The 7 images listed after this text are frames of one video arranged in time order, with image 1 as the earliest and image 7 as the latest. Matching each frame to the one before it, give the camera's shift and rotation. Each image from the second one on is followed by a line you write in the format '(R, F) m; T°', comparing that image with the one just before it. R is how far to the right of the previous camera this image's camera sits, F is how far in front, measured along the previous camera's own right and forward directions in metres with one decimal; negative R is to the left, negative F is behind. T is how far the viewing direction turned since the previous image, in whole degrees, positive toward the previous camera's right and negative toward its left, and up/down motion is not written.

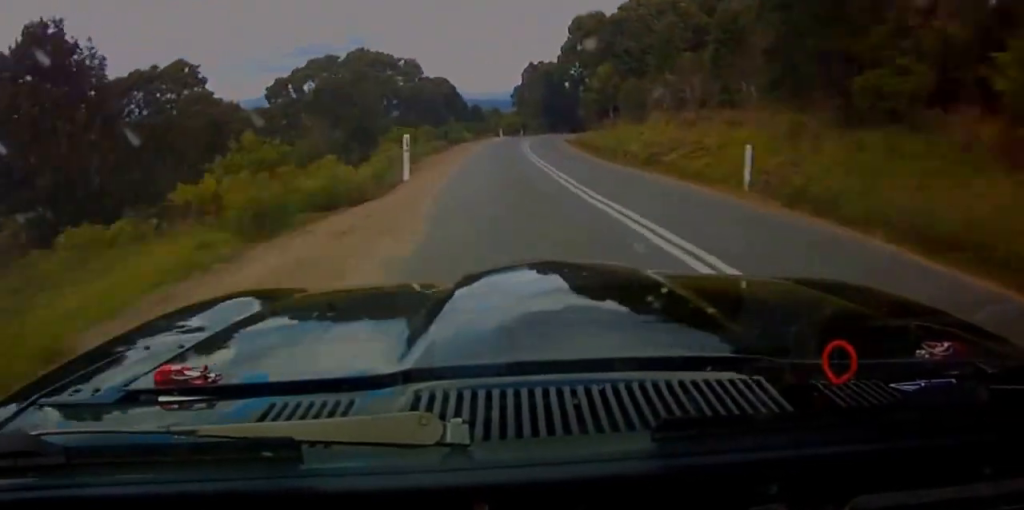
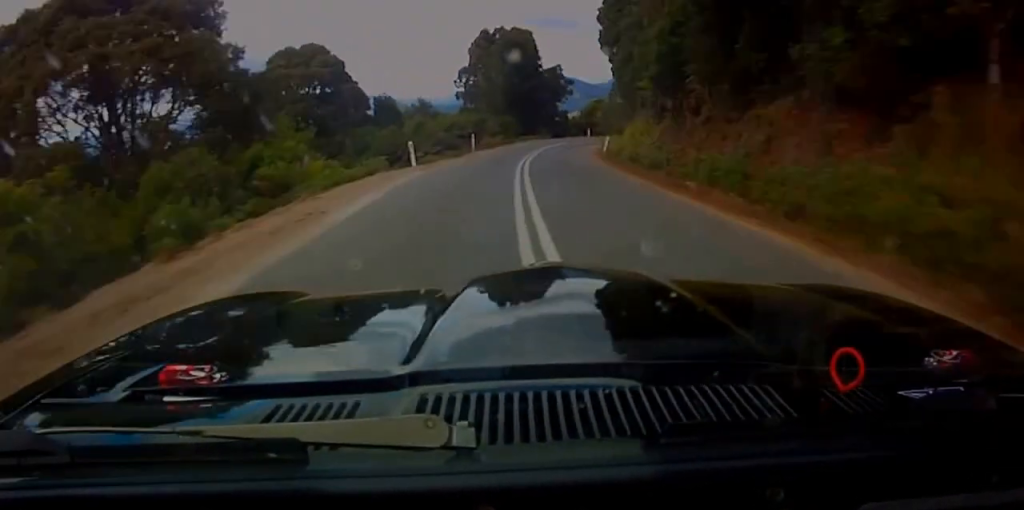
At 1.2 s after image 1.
(-0.6, +45.0) m; 0°
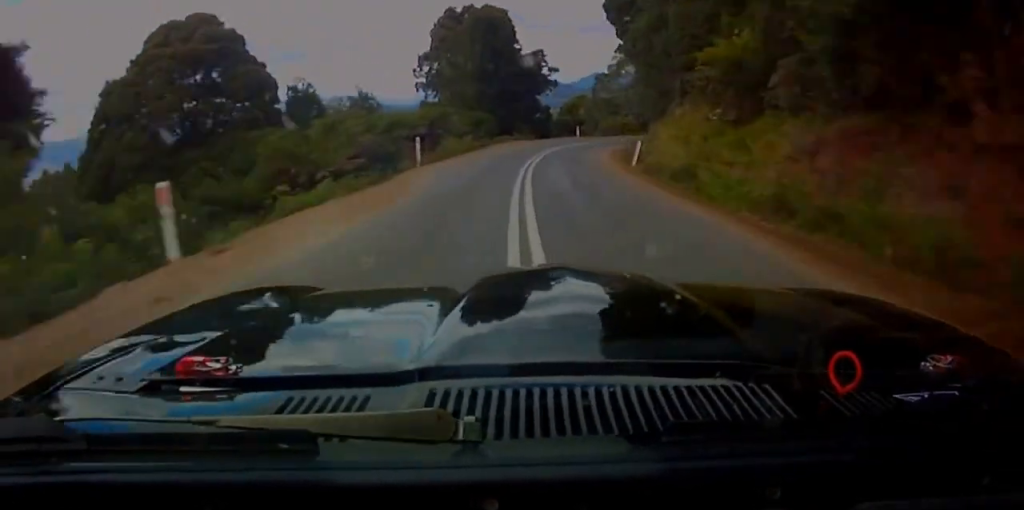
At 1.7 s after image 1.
(-0.8, +17.2) m; +1°
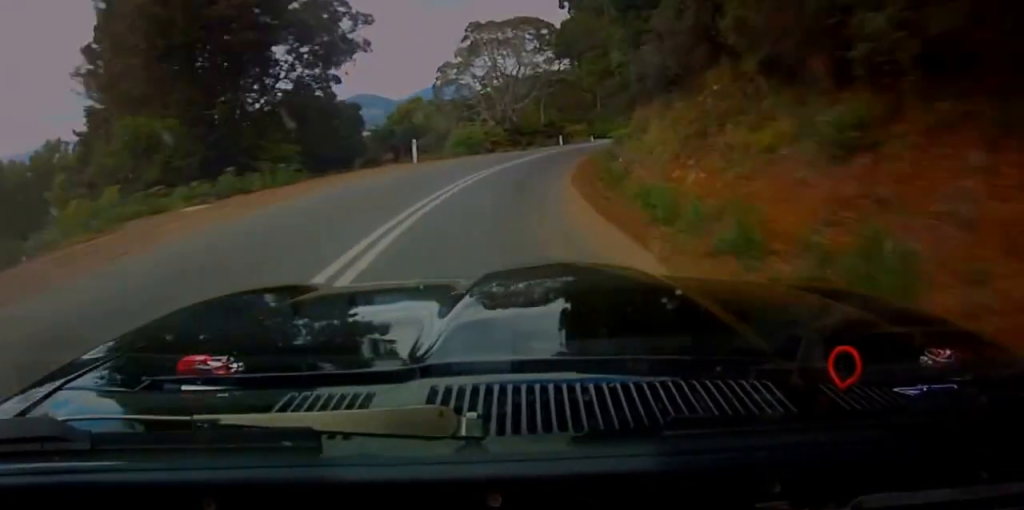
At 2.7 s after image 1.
(+2.2, +35.0) m; +4°
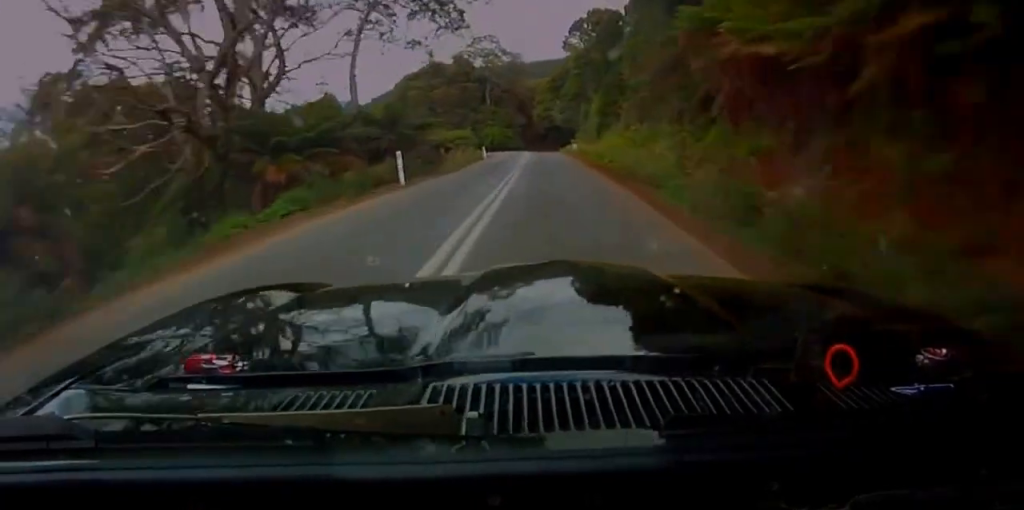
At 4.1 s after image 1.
(+4.8, +45.1) m; +14°
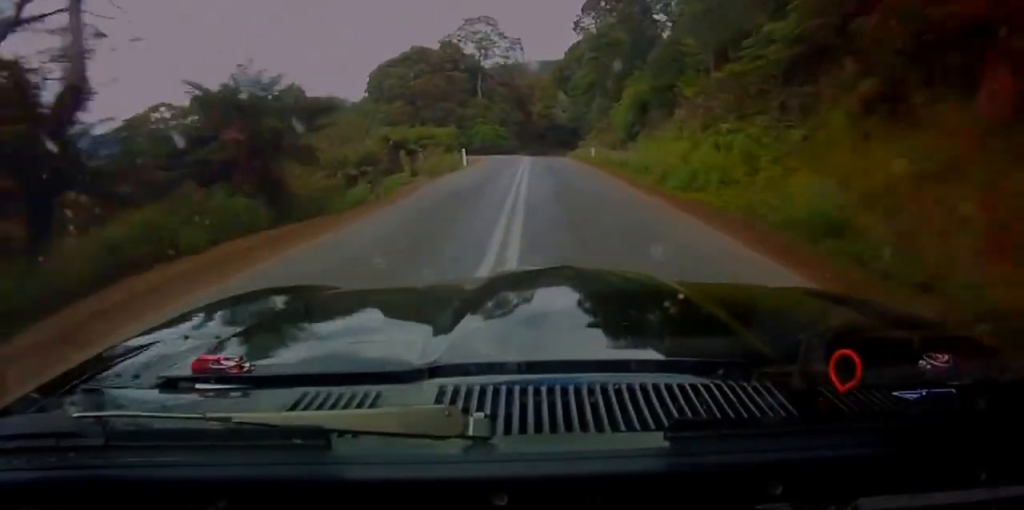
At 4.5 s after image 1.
(+1.3, +14.6) m; +4°
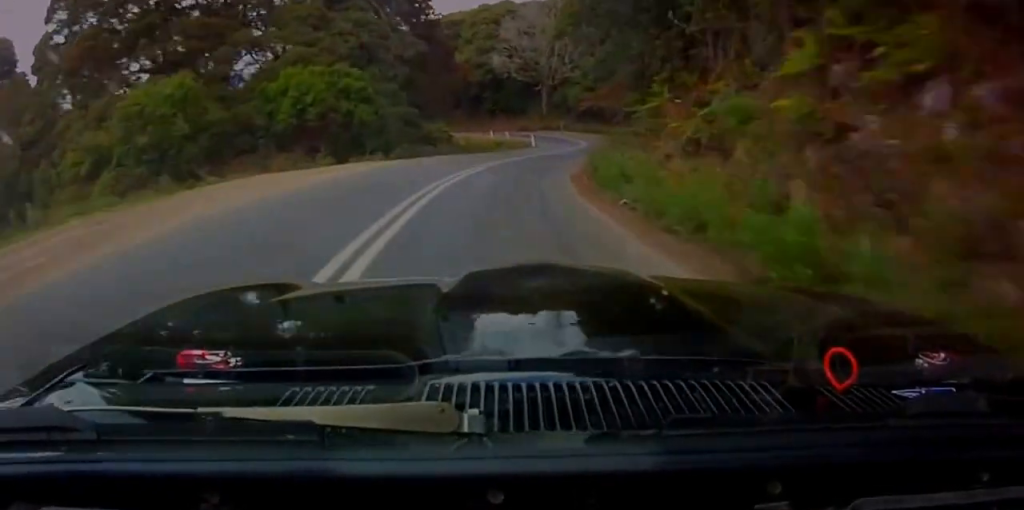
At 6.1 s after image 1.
(+2.9, +51.9) m; +8°
